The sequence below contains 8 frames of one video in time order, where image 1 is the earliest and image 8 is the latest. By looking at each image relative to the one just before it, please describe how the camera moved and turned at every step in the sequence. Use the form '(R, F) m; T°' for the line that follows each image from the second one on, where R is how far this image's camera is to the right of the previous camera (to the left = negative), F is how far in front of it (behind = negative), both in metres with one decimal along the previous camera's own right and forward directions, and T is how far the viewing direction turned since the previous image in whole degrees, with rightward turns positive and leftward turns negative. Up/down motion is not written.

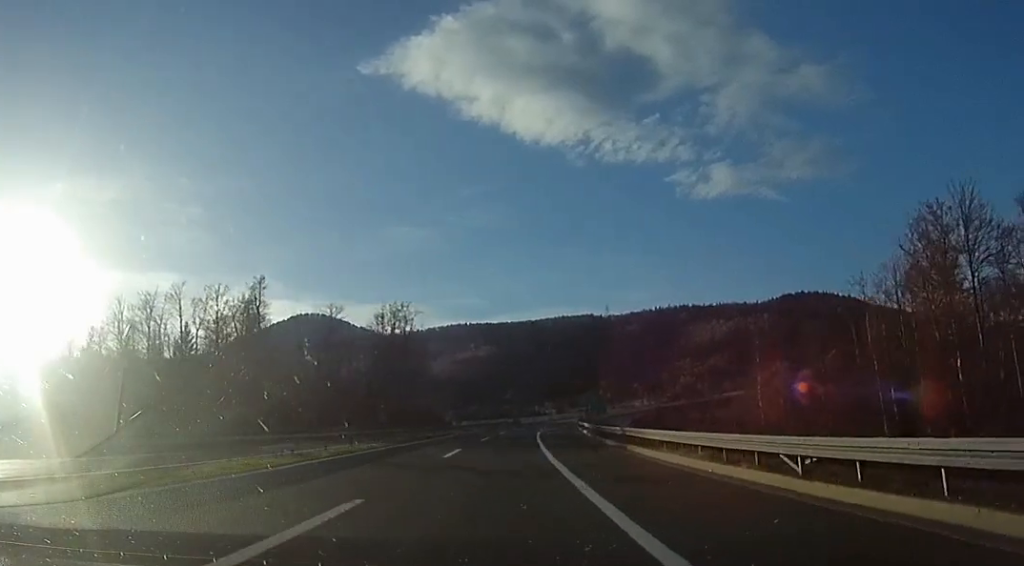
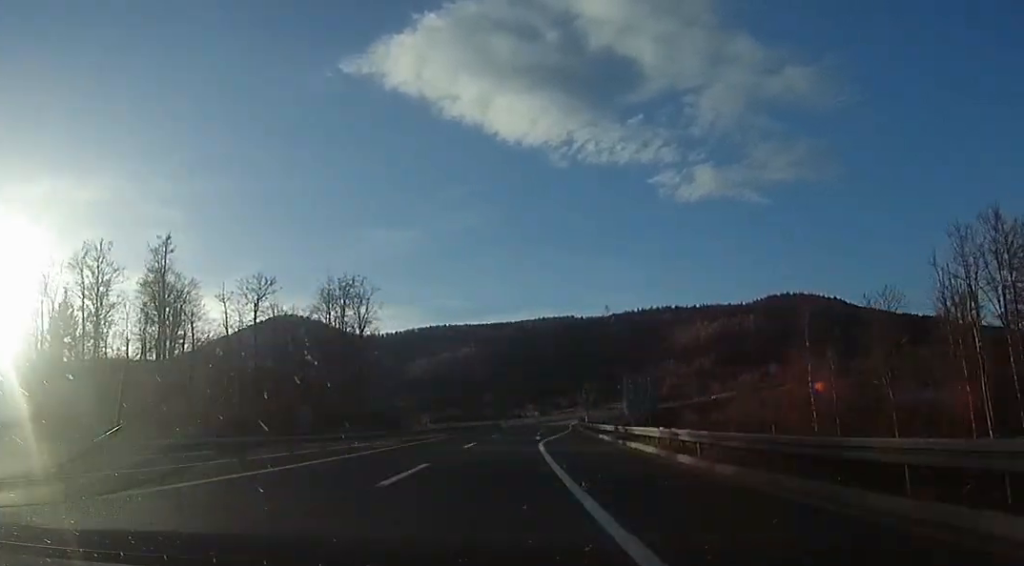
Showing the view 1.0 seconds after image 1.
(+0.7, +27.7) m; +3°
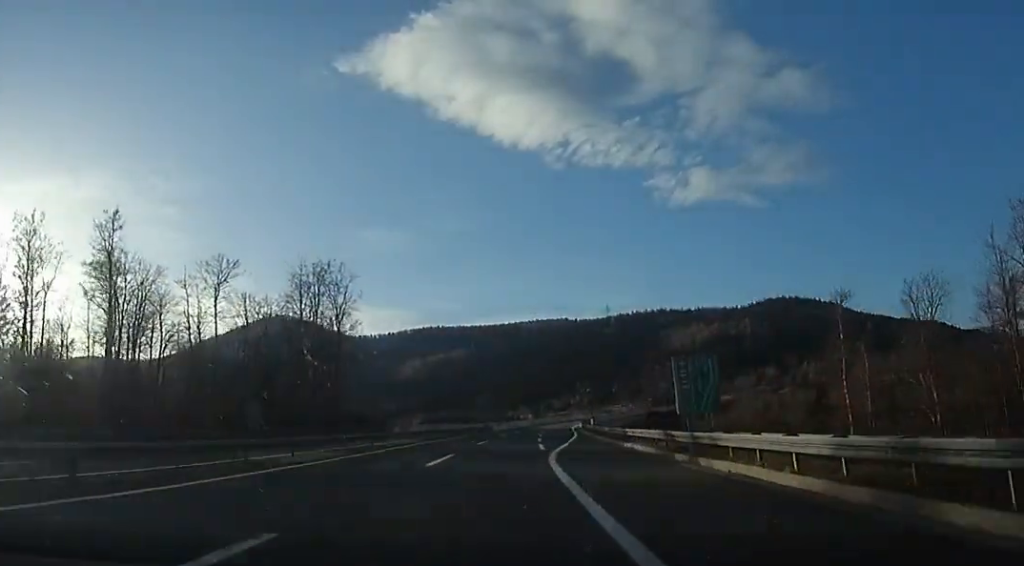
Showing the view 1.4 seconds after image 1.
(+0.3, +12.0) m; +1°
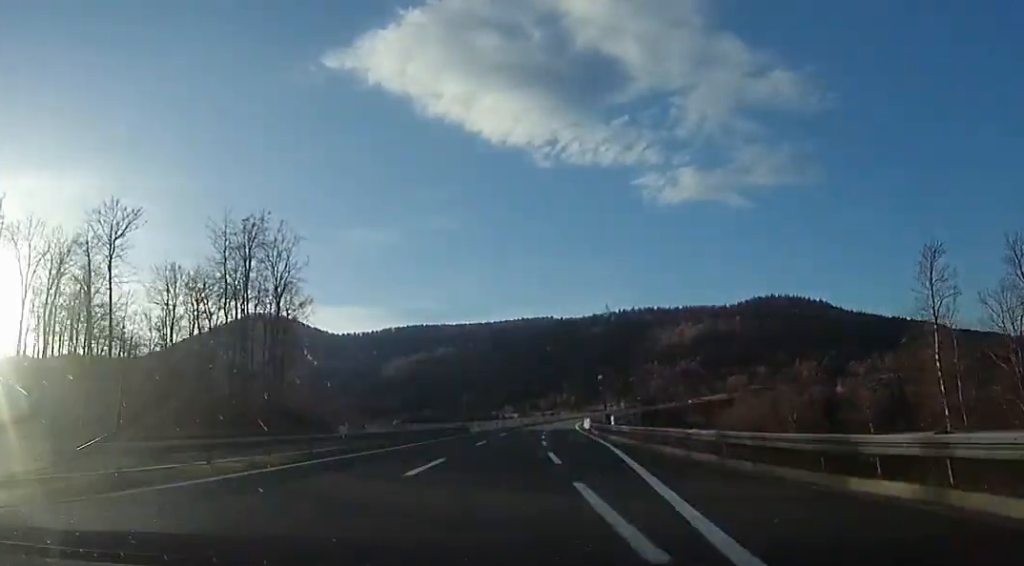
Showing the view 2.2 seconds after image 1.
(+0.1, +22.6) m; 0°
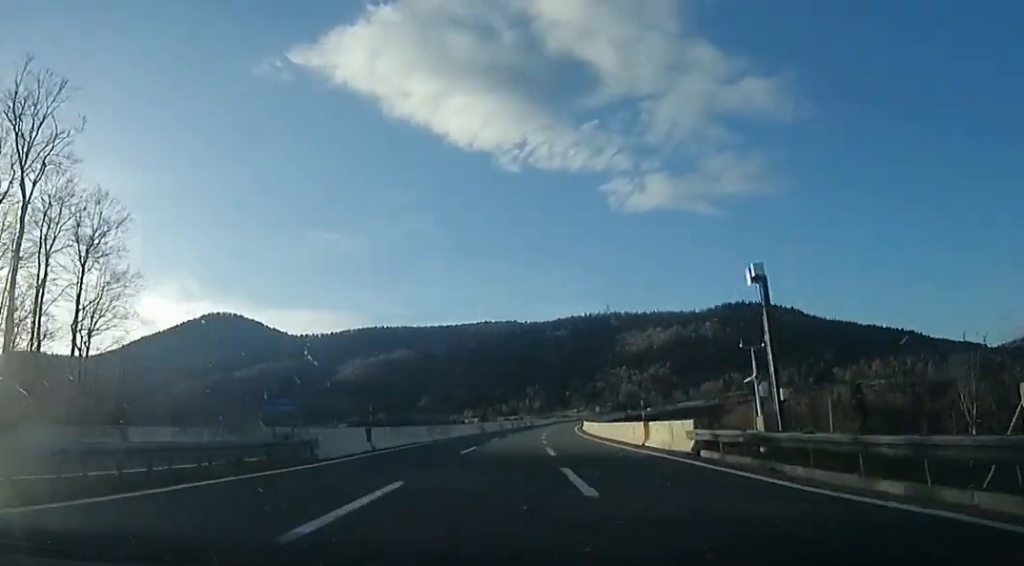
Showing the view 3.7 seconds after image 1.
(+1.2, +43.6) m; +5°
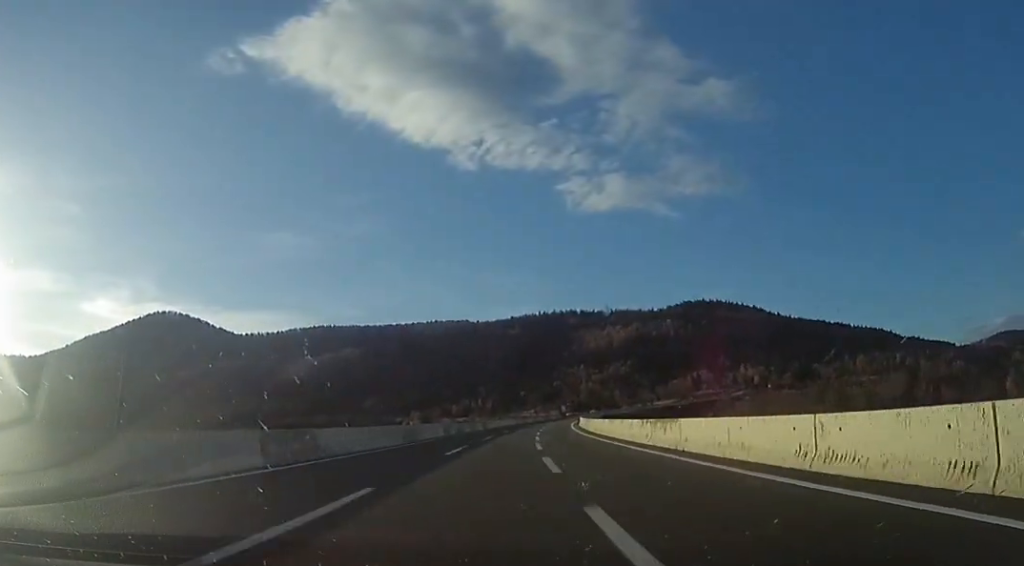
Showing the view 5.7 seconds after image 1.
(+3.1, +55.9) m; +4°
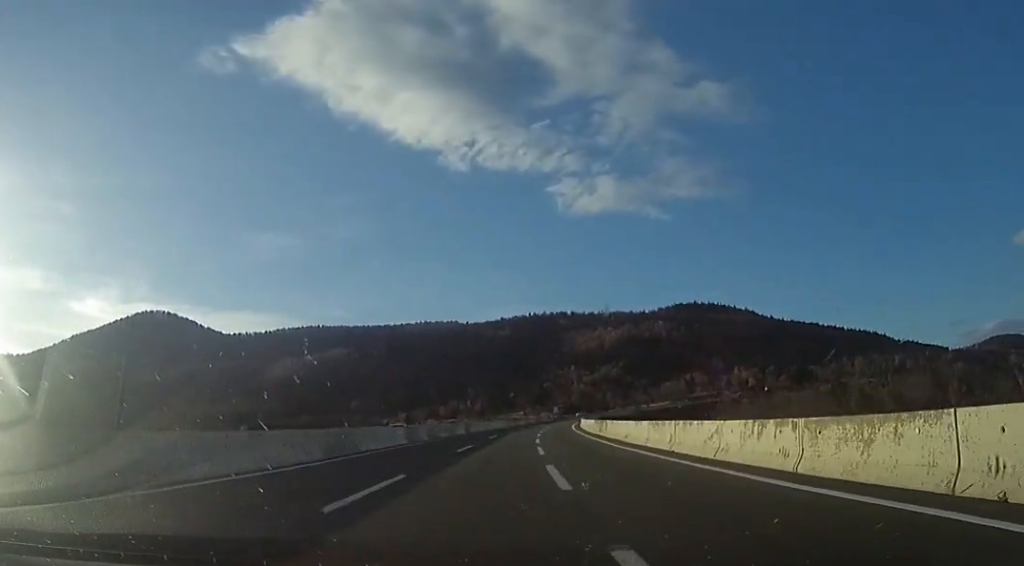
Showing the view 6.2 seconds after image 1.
(-0.1, +14.2) m; +2°
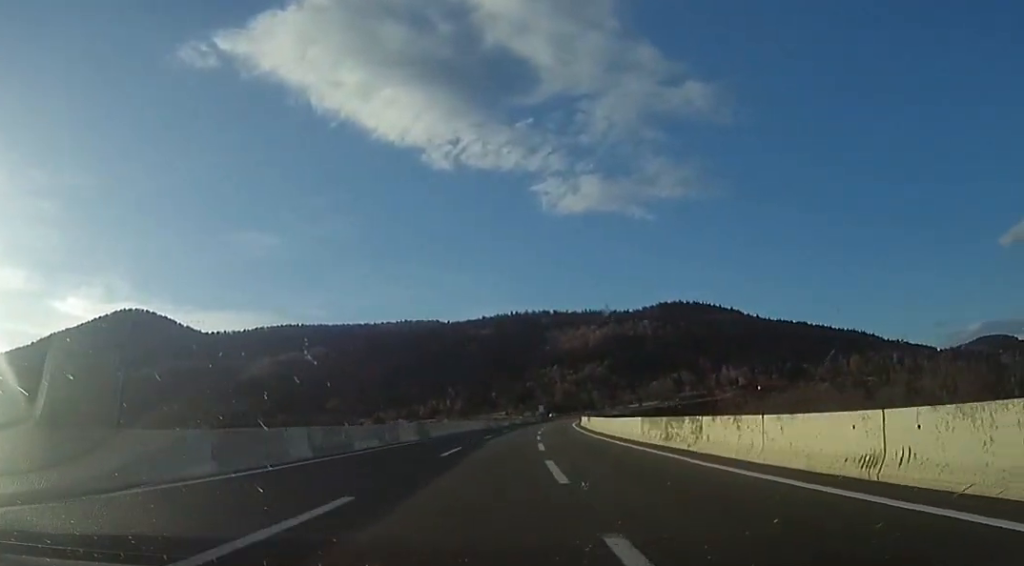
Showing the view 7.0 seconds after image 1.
(+0.8, +23.2) m; +2°
